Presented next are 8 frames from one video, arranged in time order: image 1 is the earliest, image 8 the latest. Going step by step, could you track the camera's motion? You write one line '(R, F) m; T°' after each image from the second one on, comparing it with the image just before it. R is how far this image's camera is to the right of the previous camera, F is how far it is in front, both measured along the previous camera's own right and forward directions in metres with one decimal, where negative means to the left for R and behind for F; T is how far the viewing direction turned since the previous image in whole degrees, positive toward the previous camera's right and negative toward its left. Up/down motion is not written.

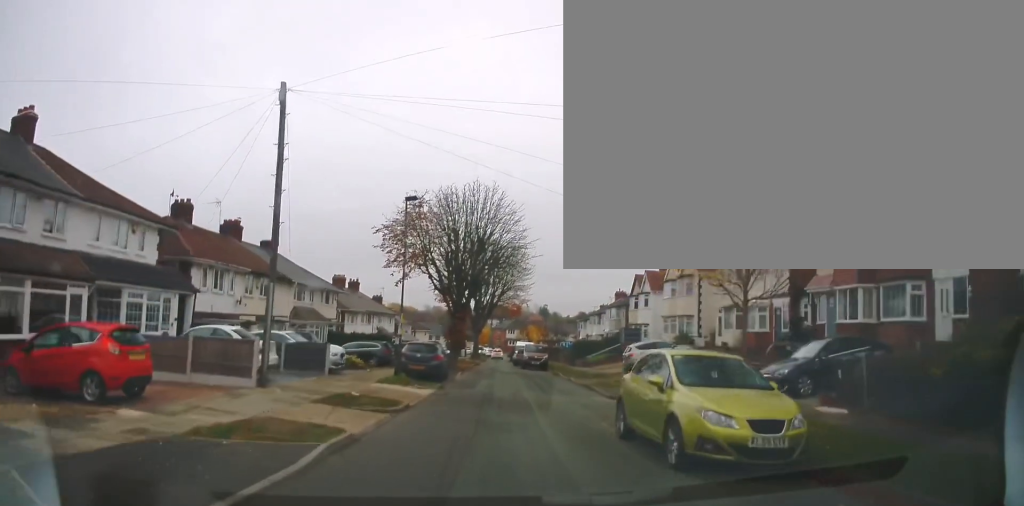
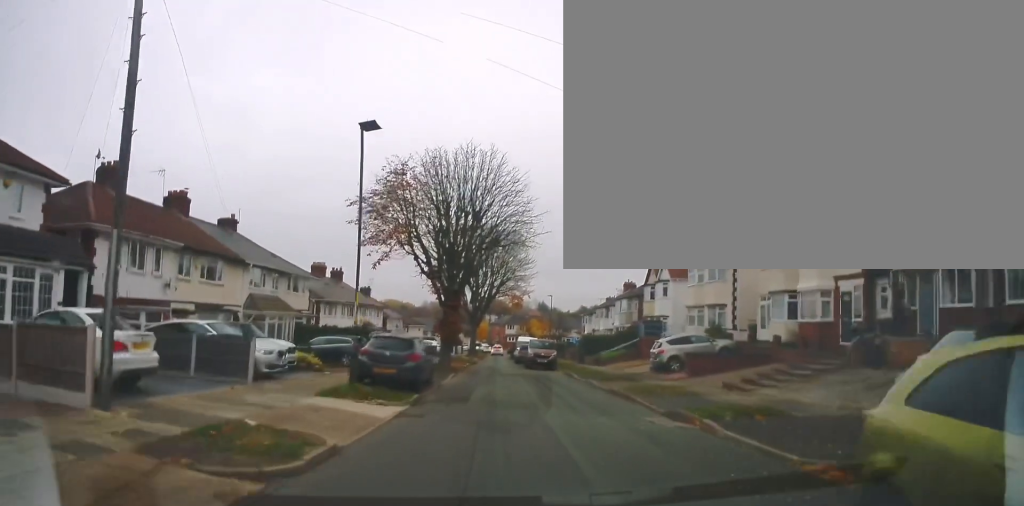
(0.0, +6.4) m; +4°
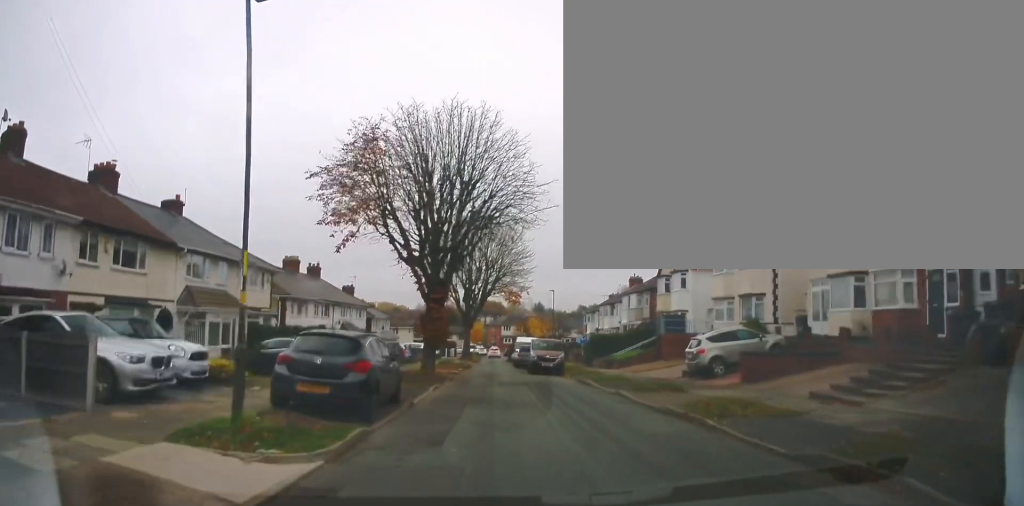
(+0.5, +6.2) m; 0°
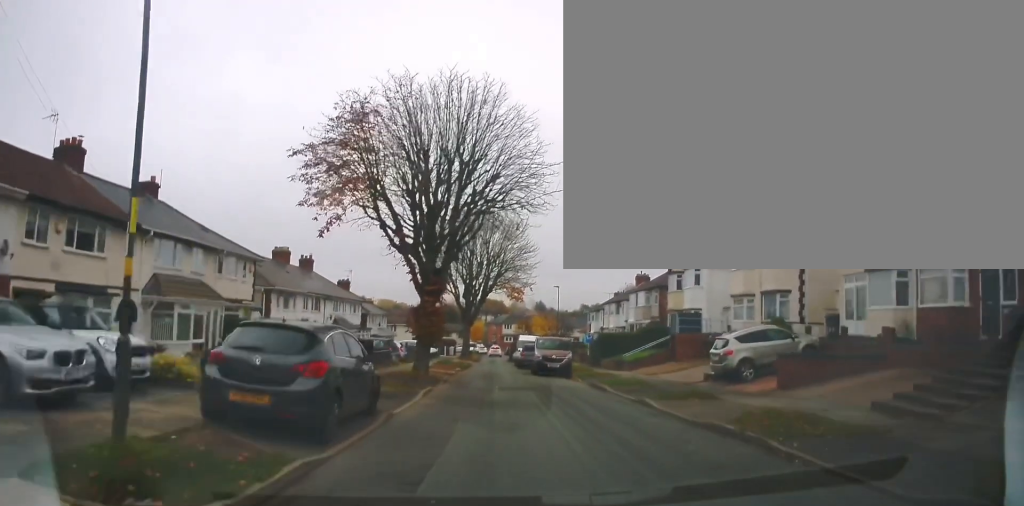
(-0.2, +2.4) m; -2°
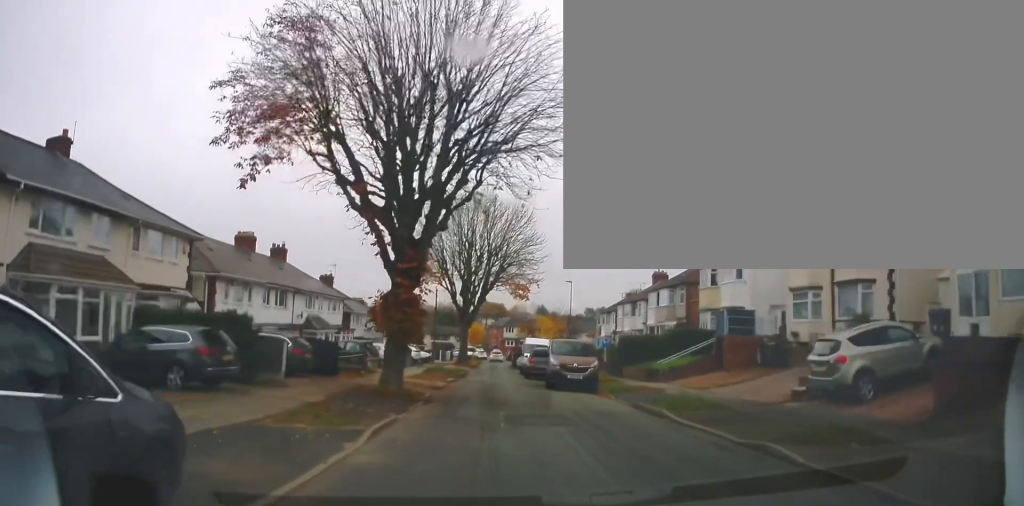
(-0.3, +6.9) m; 0°
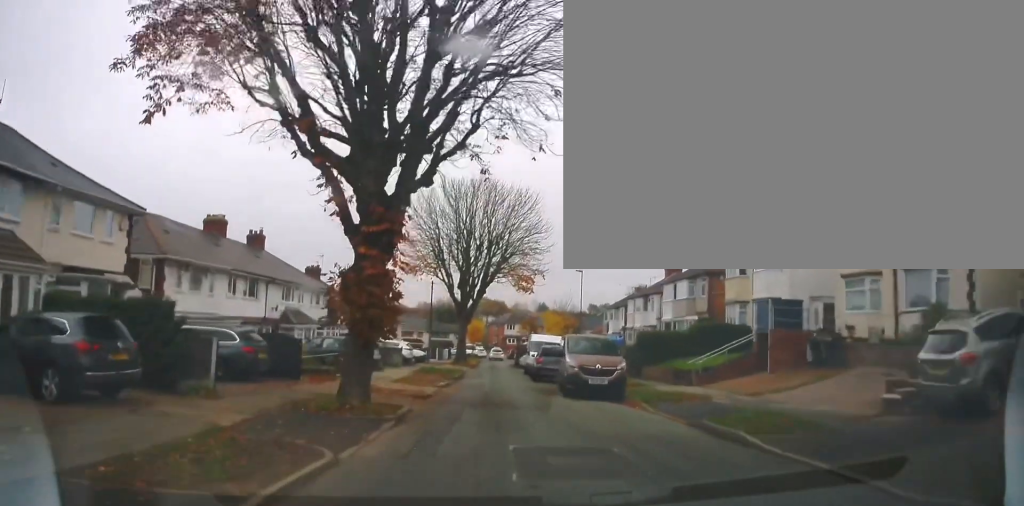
(+0.1, +4.4) m; +1°
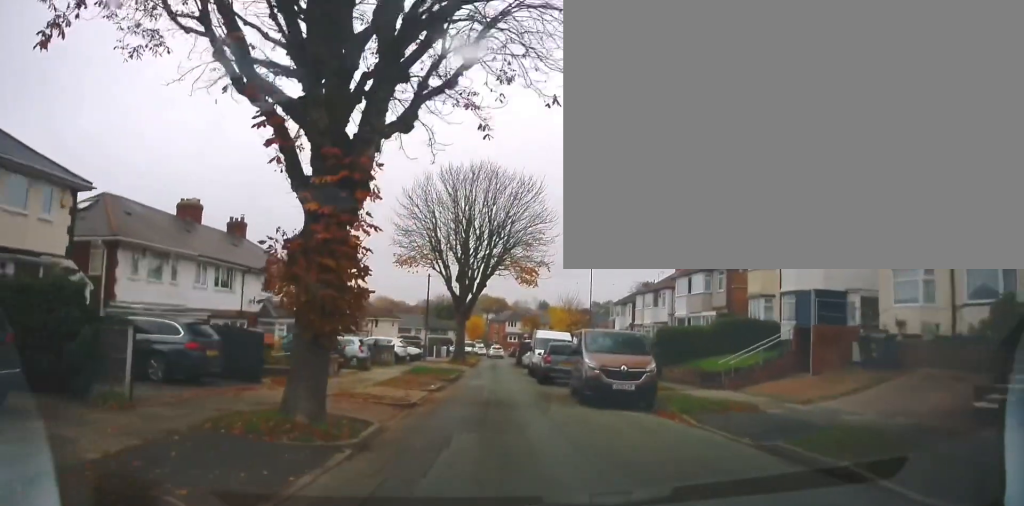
(+0.4, +3.2) m; -2°
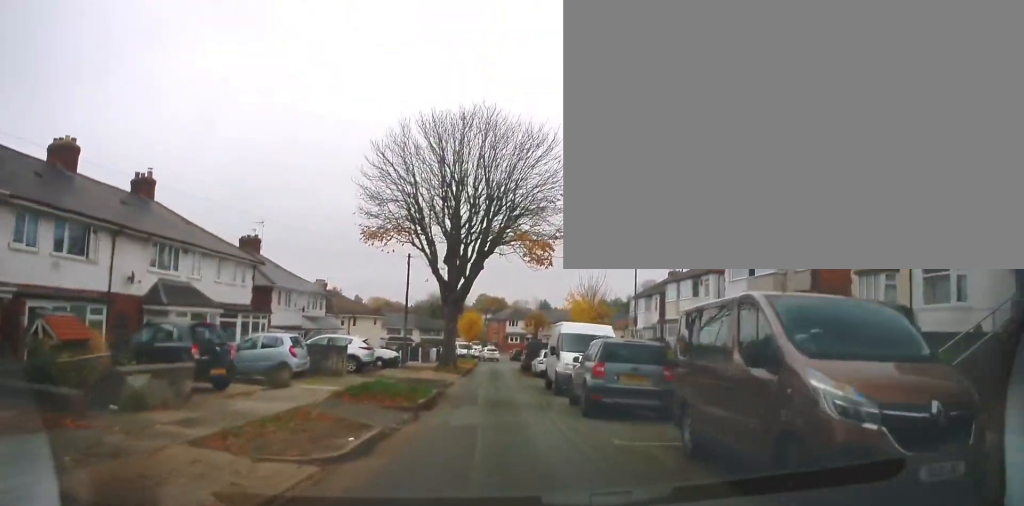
(-0.5, +10.6) m; 0°
